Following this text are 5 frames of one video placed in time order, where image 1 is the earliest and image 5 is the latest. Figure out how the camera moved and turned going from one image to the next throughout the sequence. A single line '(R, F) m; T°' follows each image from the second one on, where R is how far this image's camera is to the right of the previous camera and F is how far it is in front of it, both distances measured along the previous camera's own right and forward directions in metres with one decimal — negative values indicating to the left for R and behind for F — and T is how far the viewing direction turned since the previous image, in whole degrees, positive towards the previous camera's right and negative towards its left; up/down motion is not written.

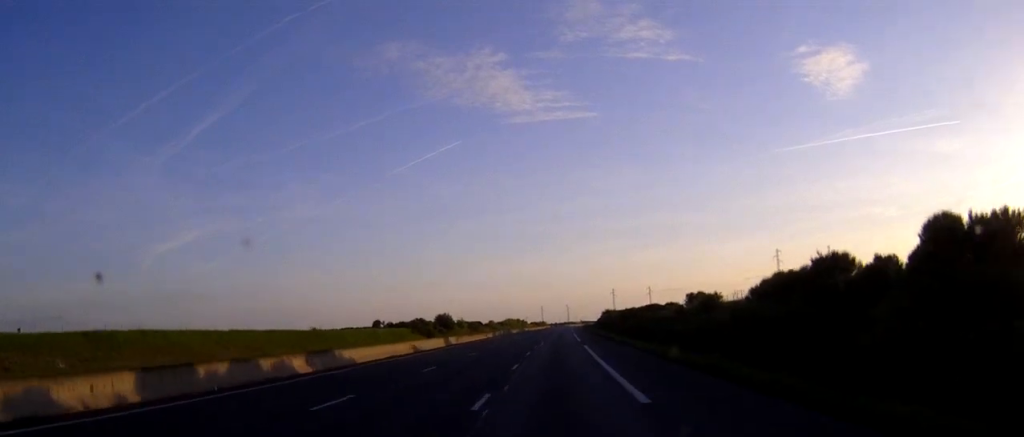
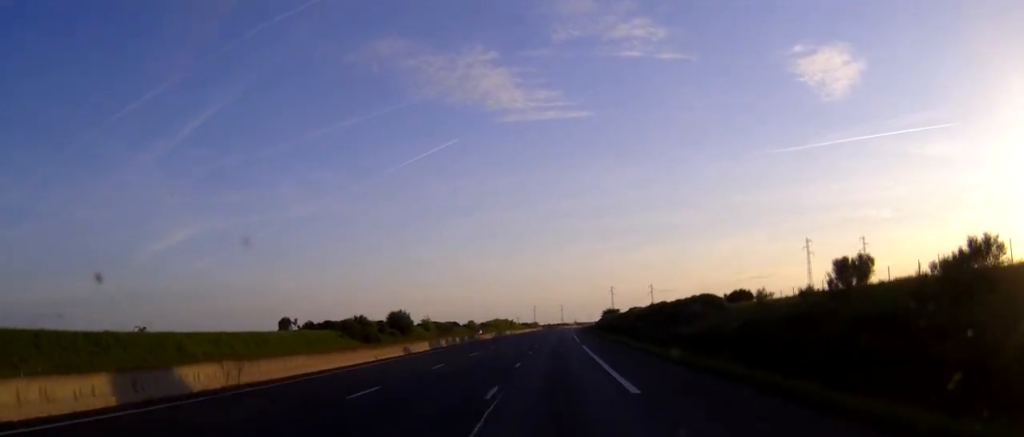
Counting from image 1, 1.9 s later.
(+0.1, +49.9) m; 0°
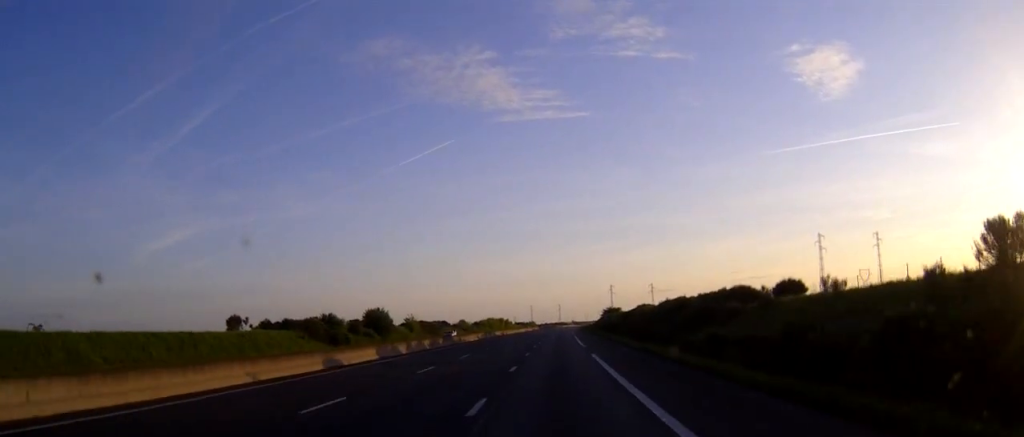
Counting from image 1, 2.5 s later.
(0.0, +16.6) m; 0°
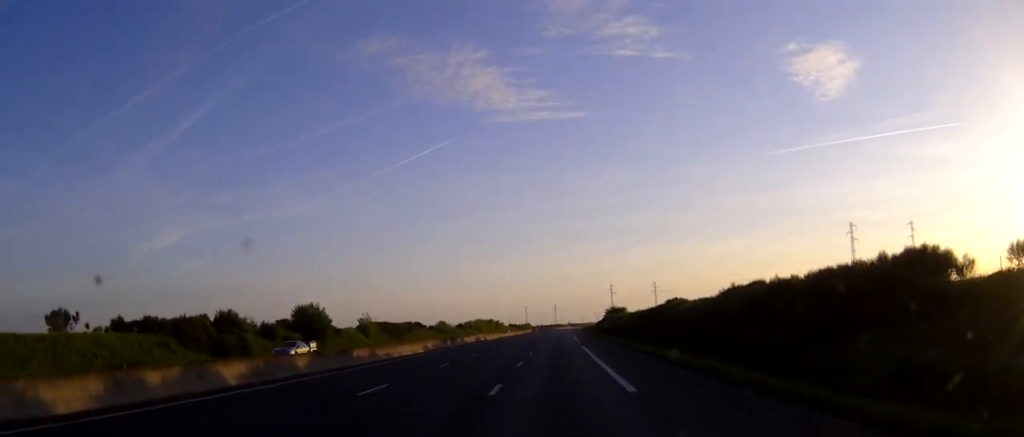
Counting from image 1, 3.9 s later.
(0.0, +35.0) m; 0°
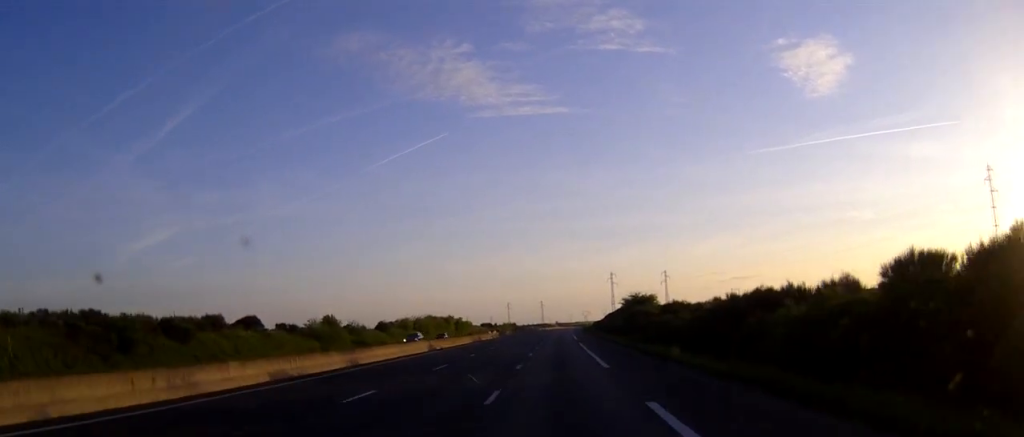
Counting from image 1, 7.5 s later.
(+0.9, +93.7) m; +1°
